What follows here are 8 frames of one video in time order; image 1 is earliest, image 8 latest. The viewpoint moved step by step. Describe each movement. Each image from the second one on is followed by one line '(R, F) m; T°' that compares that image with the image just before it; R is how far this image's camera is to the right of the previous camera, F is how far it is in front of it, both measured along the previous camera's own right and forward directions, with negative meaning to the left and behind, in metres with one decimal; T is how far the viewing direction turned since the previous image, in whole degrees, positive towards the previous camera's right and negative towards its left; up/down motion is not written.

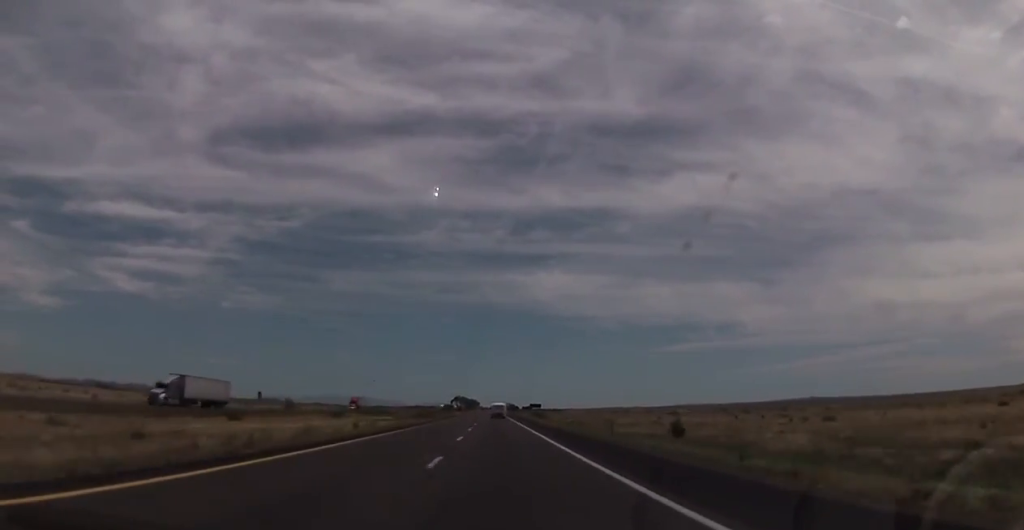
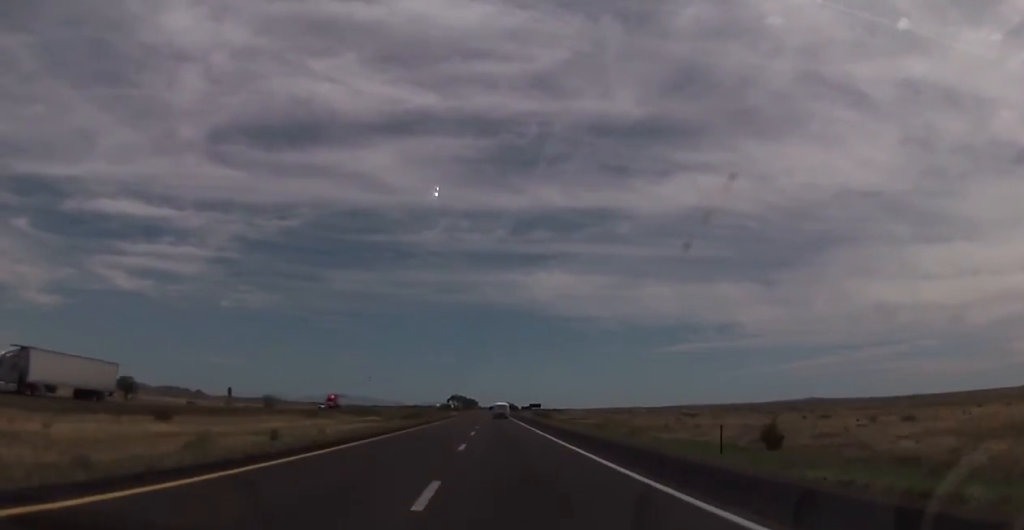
(-0.3, +18.2) m; 0°
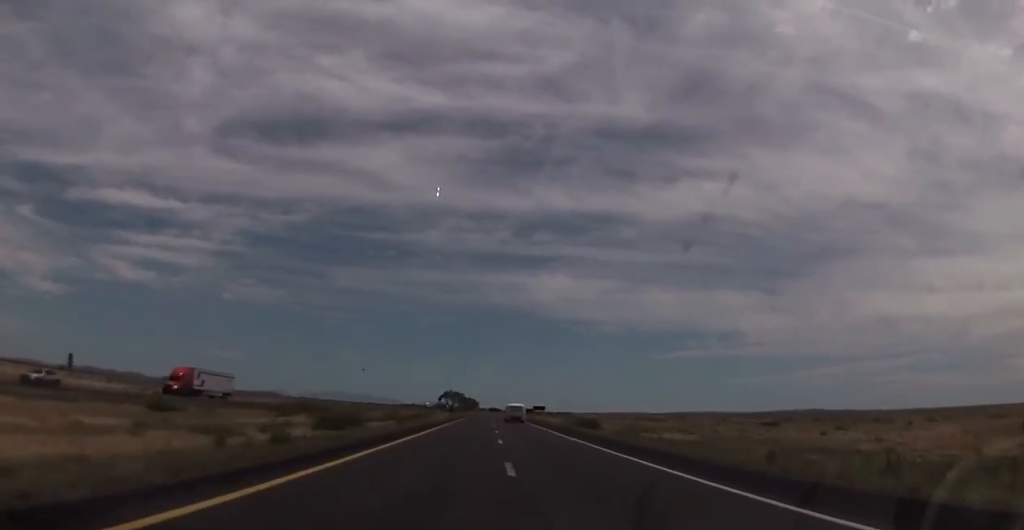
(-0.5, +57.1) m; 0°
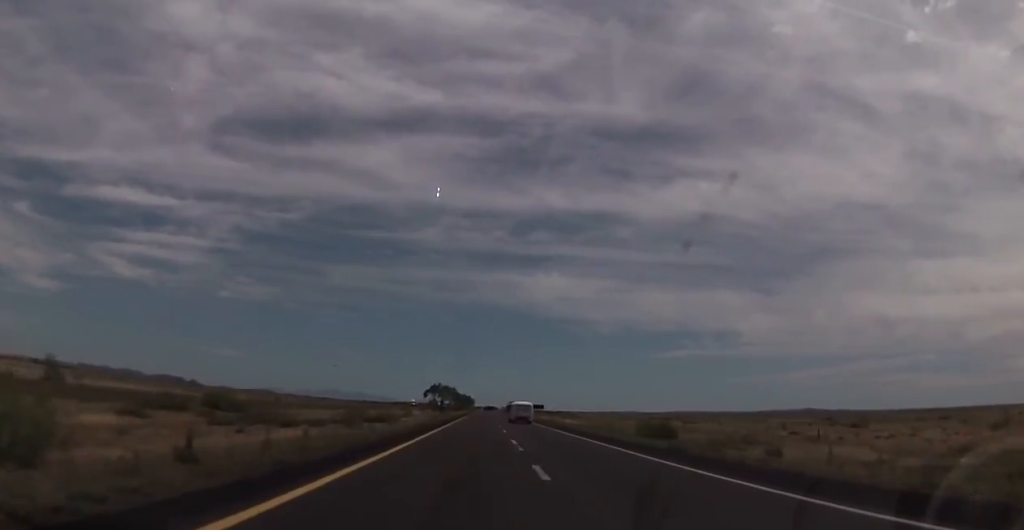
(0.0, +37.7) m; 0°
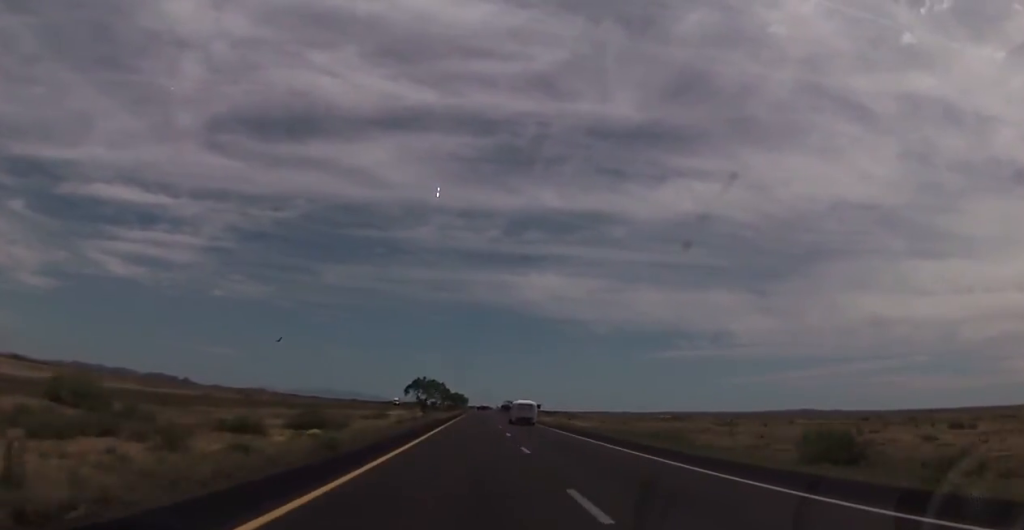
(0.0, +29.2) m; +1°
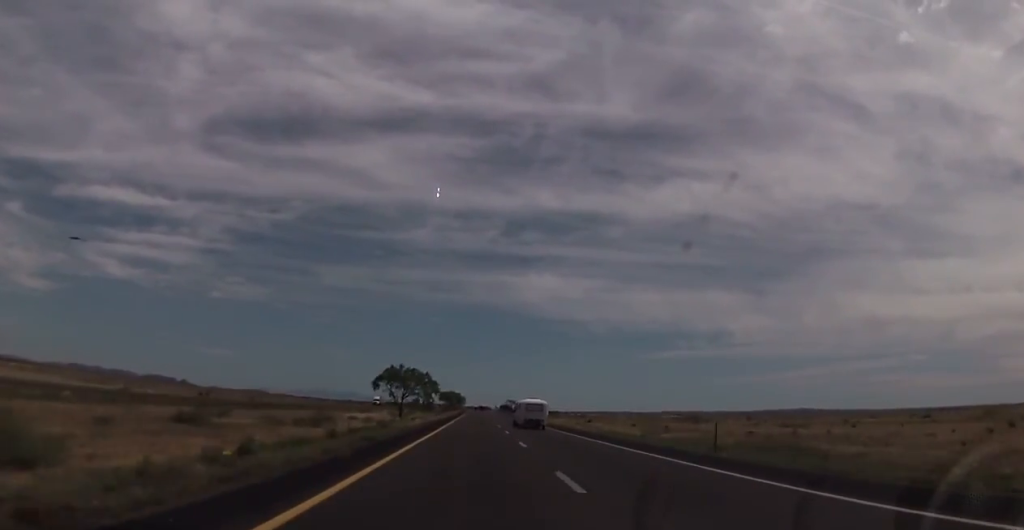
(+0.4, +34.0) m; 0°
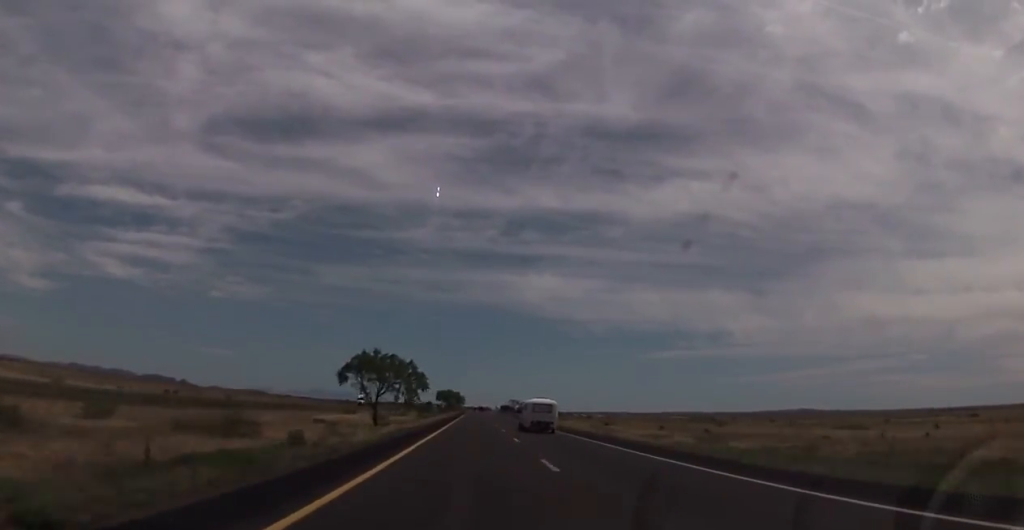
(-0.1, +20.6) m; 0°
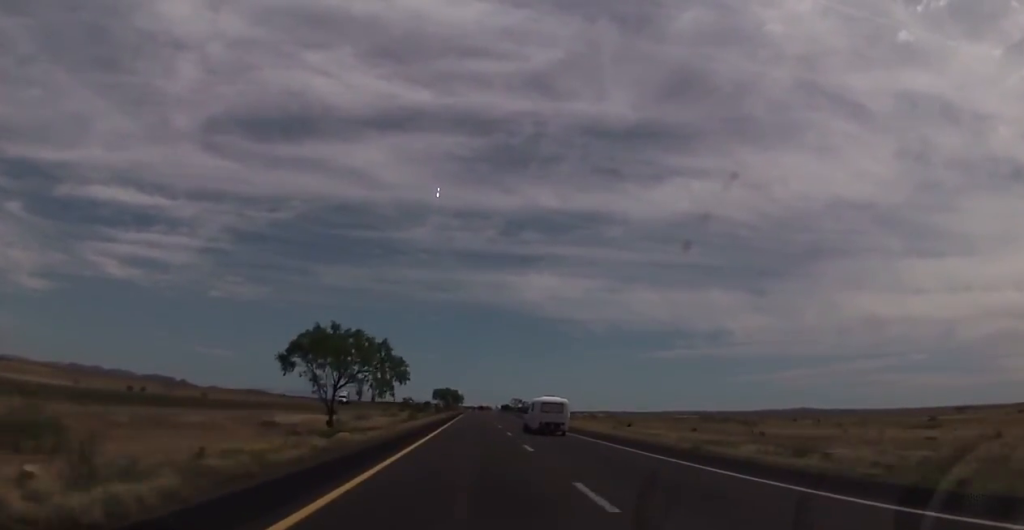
(-0.3, +18.2) m; 0°
